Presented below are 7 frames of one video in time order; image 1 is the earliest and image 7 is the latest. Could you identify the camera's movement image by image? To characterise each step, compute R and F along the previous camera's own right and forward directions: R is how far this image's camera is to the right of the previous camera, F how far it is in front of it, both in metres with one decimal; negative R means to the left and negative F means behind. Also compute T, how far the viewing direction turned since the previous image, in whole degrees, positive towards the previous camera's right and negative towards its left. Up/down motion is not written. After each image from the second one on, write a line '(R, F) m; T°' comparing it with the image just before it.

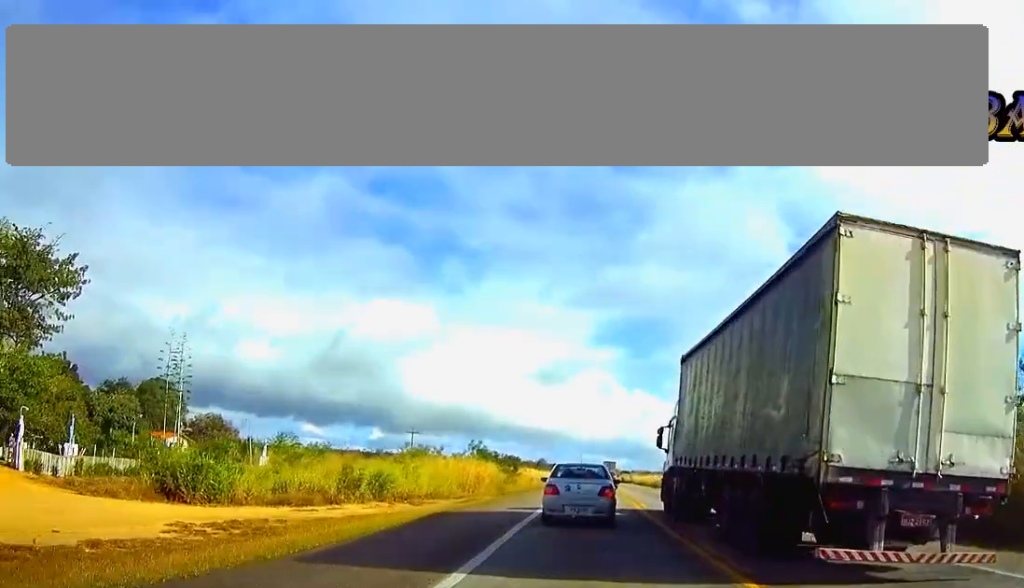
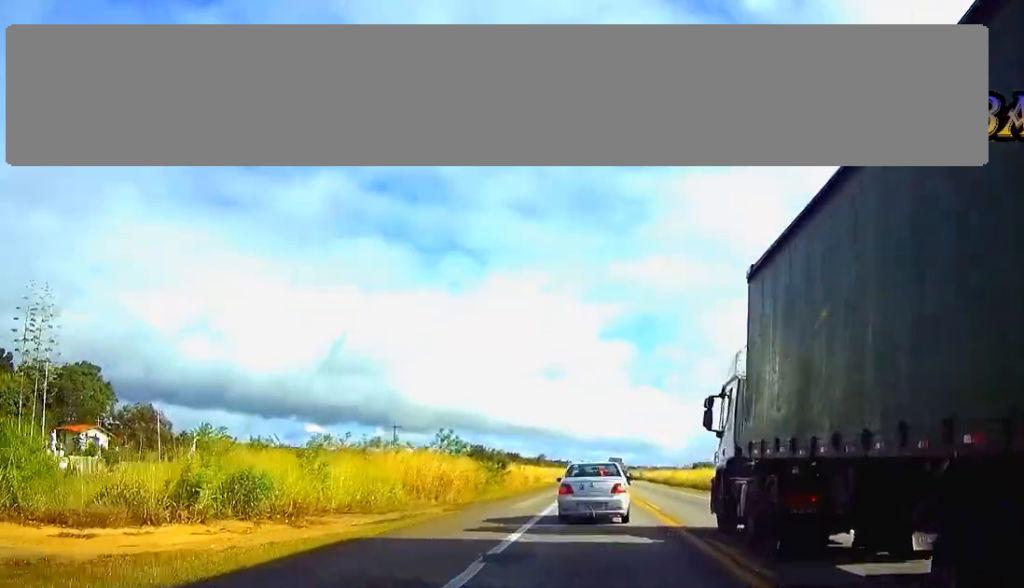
(+0.2, +17.5) m; +1°
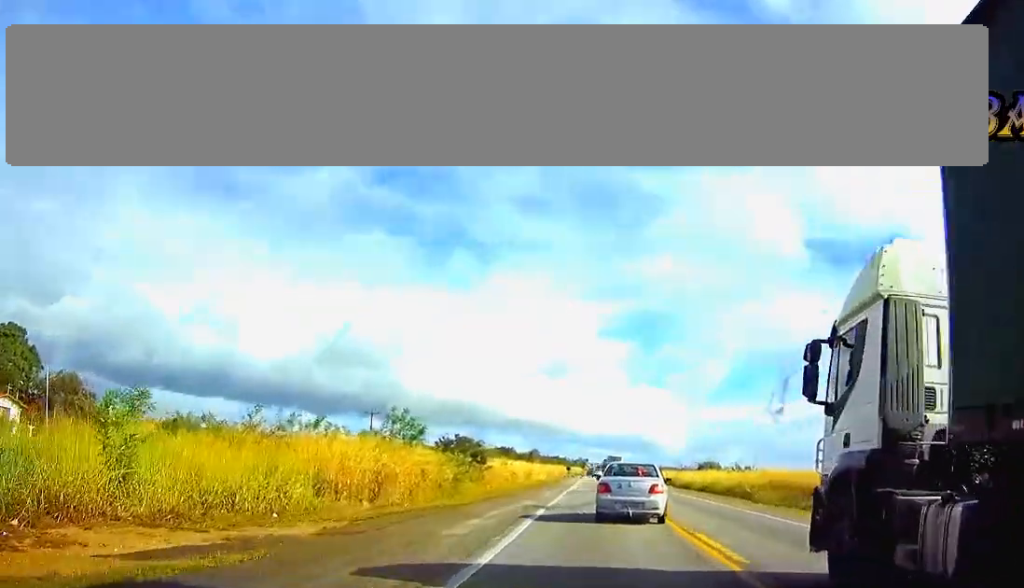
(0.0, +13.8) m; 0°
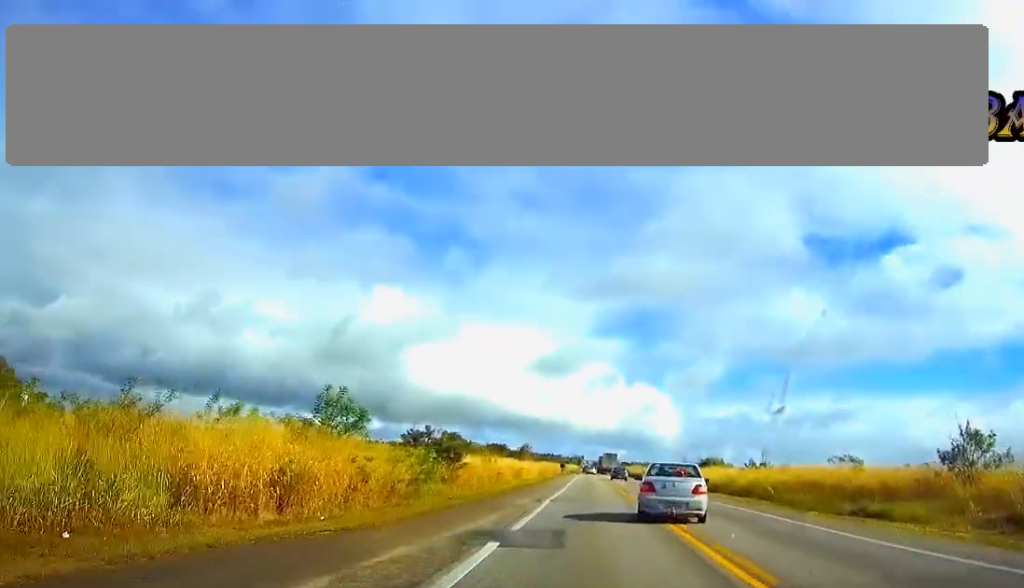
(0.0, +10.6) m; 0°
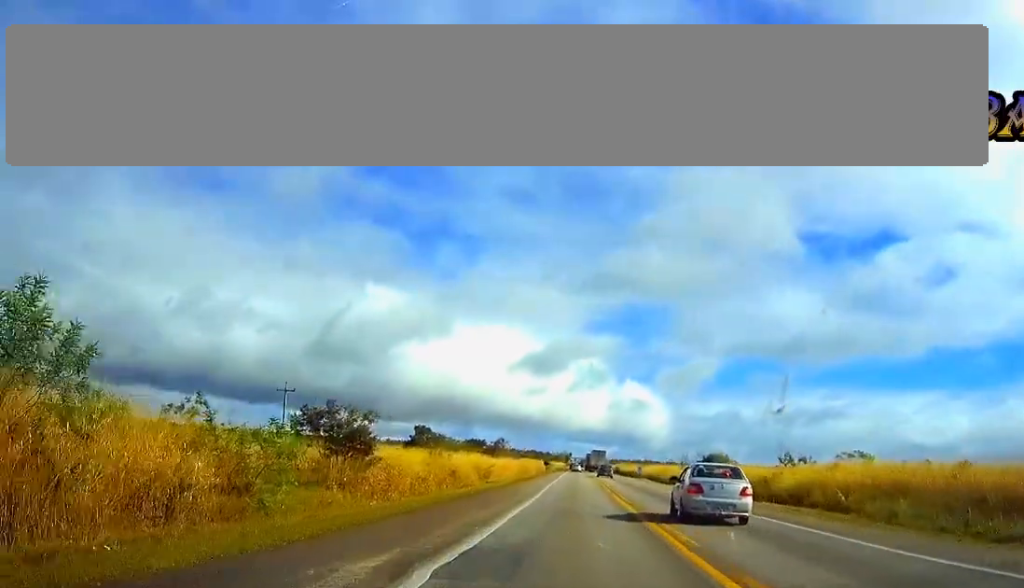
(0.0, +19.9) m; 0°
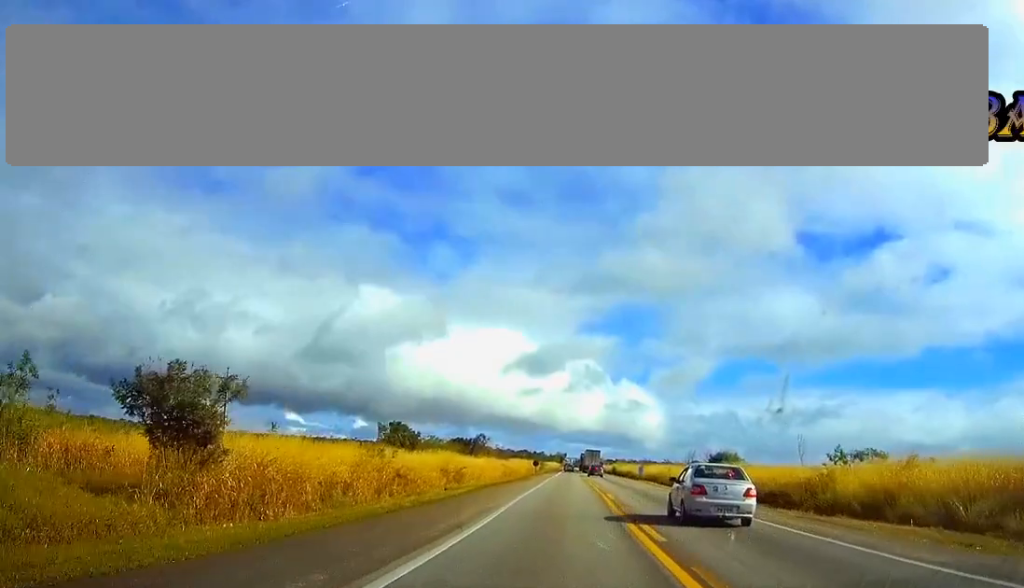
(0.0, +14.8) m; 0°
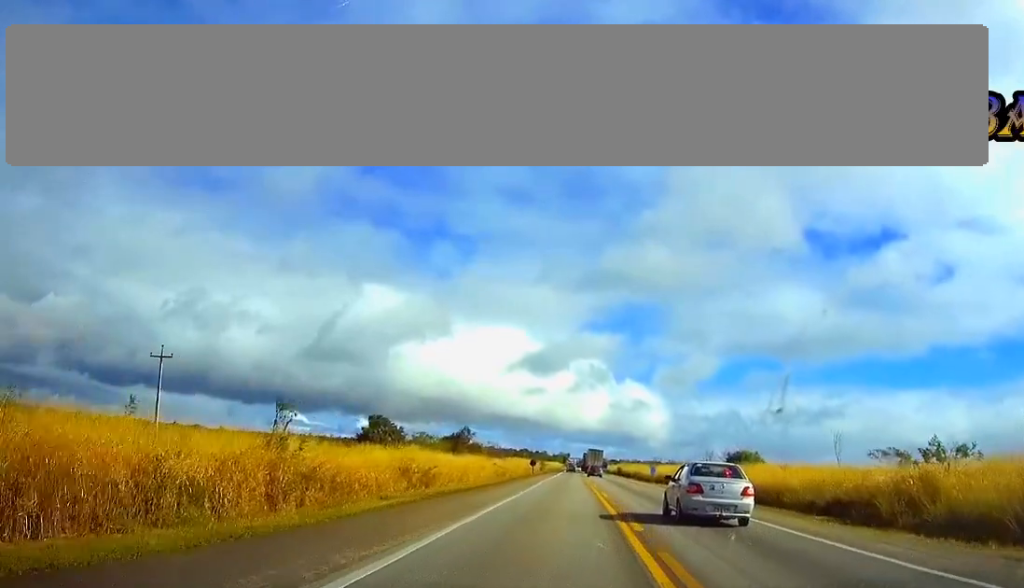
(0.0, +14.5) m; 0°
